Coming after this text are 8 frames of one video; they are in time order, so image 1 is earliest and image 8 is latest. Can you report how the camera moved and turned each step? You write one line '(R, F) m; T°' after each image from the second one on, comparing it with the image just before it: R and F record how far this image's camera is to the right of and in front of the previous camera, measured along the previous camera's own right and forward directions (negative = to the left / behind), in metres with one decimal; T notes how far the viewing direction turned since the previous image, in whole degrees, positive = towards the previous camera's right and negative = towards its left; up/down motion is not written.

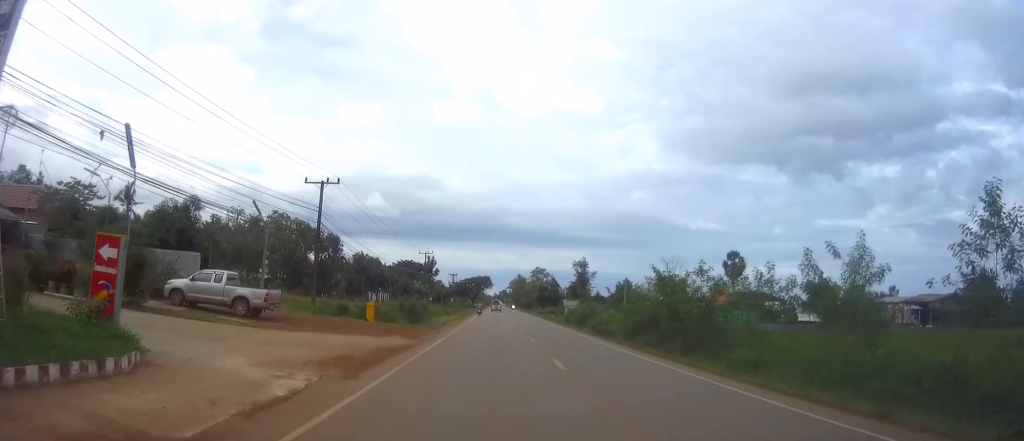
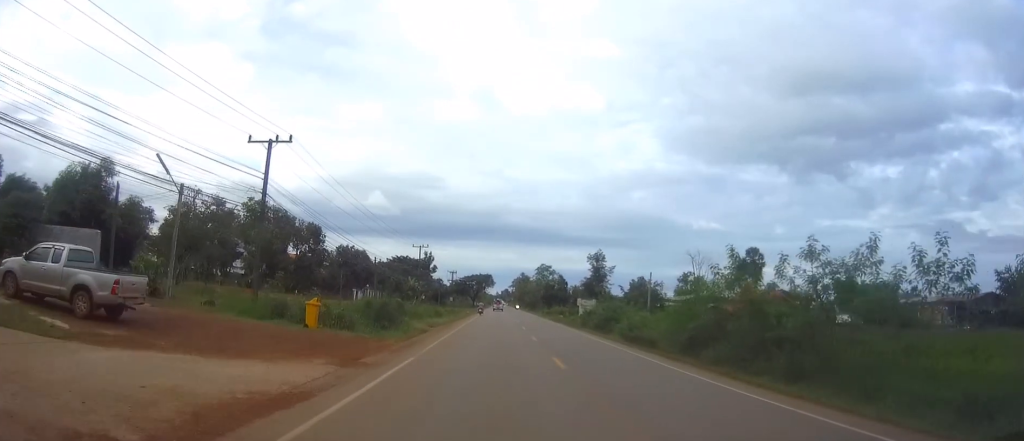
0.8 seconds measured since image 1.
(-0.1, +11.9) m; 0°
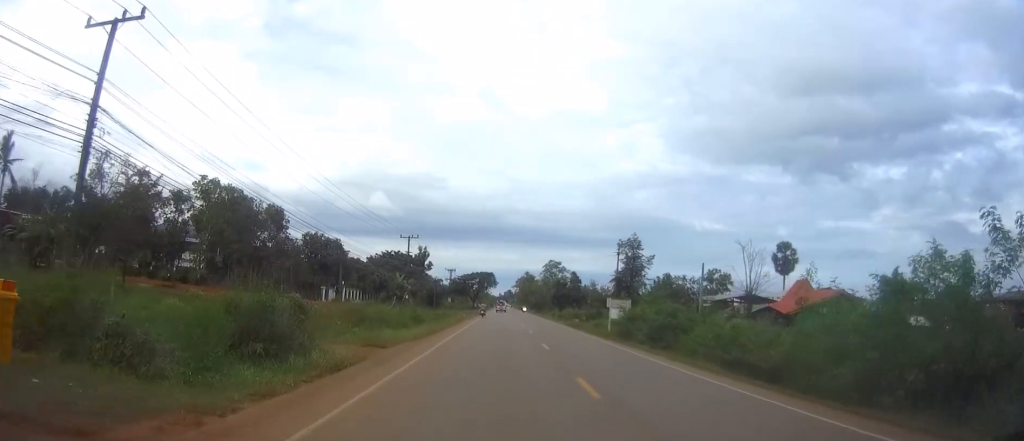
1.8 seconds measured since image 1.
(0.0, +16.6) m; 0°
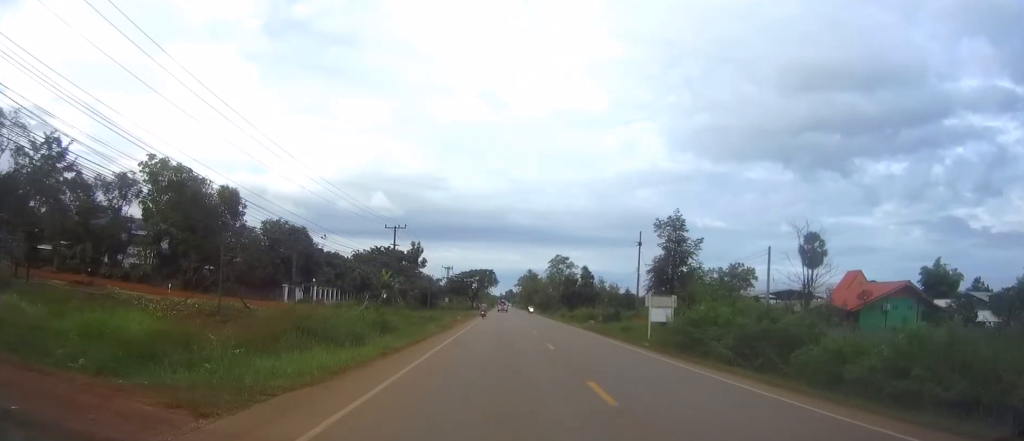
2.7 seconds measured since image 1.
(+0.1, +13.4) m; 0°
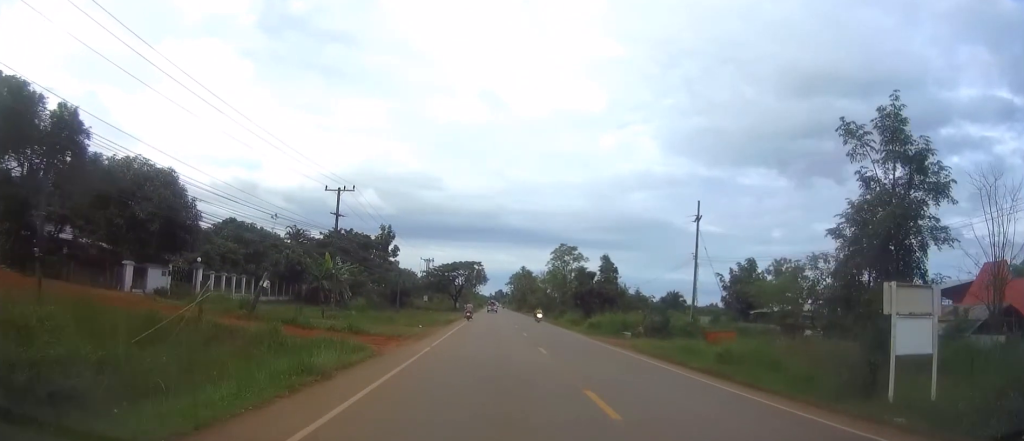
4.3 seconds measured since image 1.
(-0.1, +24.5) m; 0°
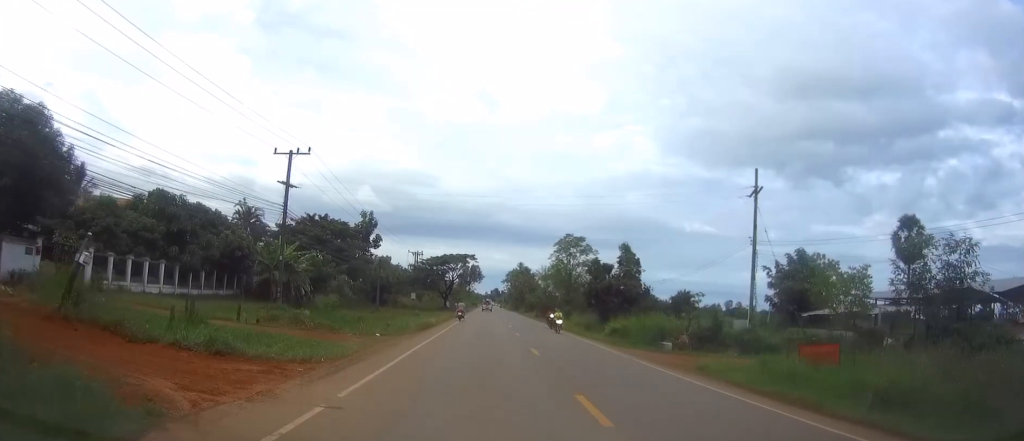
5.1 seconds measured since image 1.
(0.0, +13.2) m; 0°
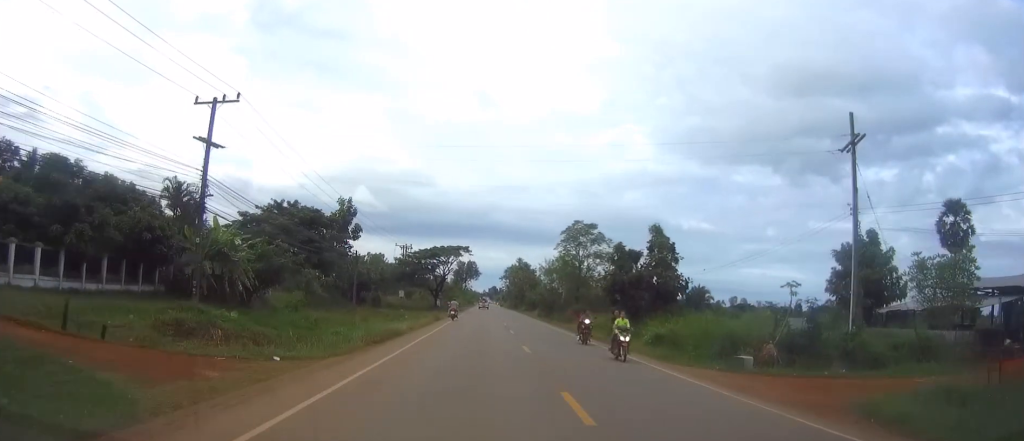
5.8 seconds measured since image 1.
(+0.1, +11.7) m; +1°
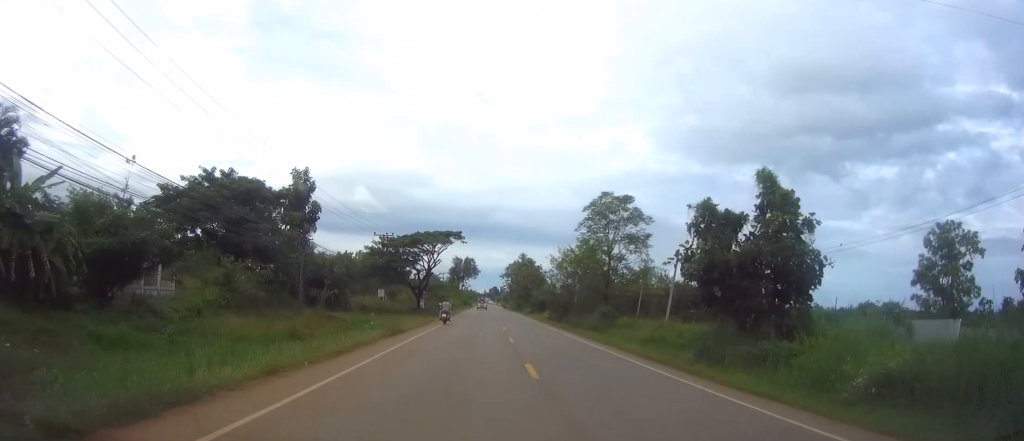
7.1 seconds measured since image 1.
(+0.2, +19.9) m; 0°
